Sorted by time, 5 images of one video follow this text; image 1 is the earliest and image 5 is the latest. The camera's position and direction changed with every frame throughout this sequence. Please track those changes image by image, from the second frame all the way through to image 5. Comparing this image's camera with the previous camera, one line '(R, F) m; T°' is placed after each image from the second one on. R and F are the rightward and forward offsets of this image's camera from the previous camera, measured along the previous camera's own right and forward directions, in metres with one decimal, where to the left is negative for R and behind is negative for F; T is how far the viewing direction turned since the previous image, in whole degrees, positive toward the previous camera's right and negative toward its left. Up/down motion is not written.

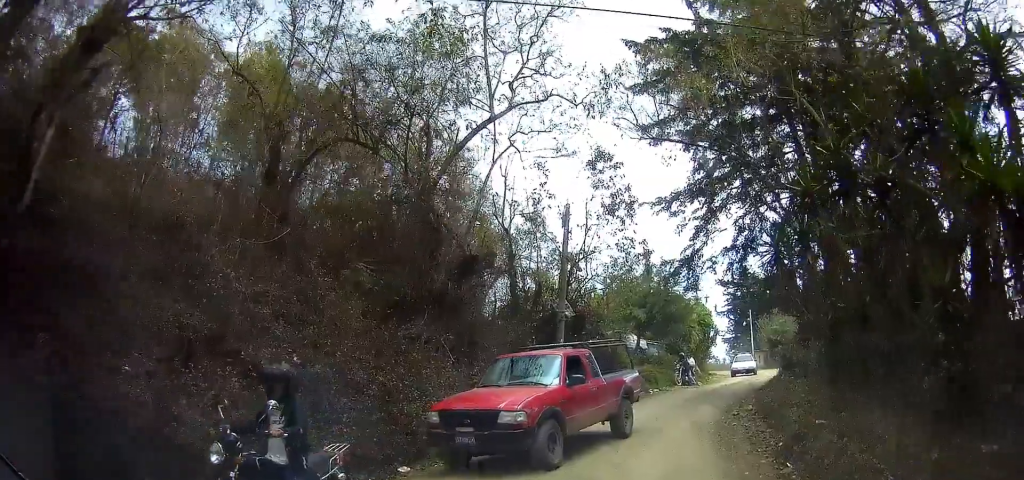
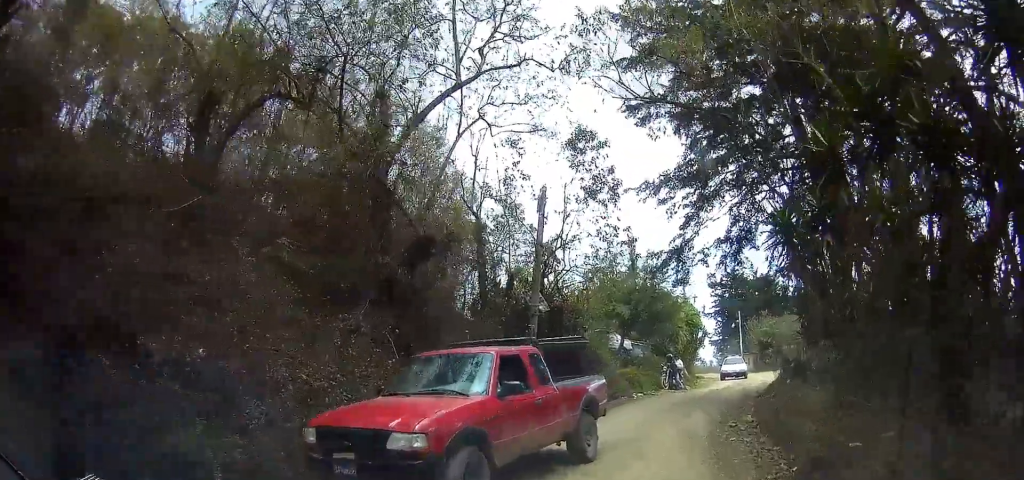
(0.0, +2.3) m; +1°
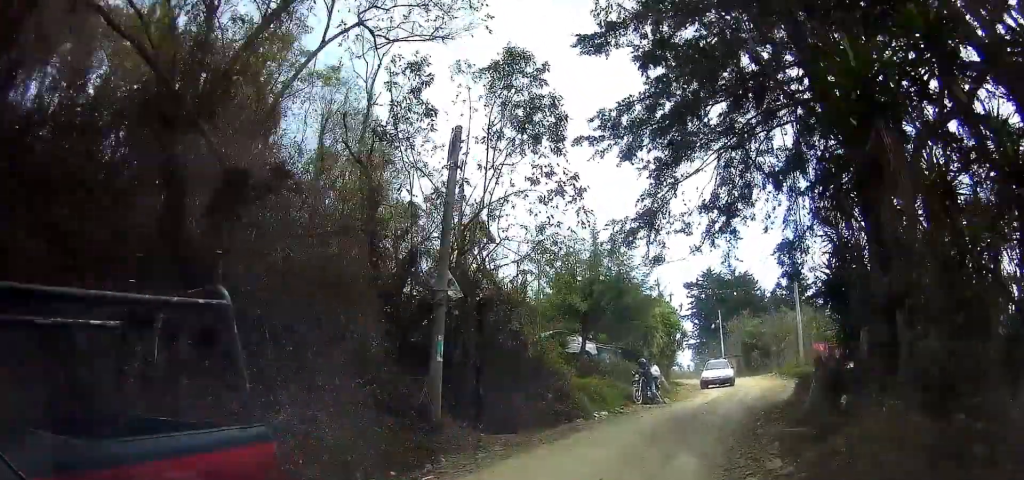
(0.0, +5.5) m; -10°
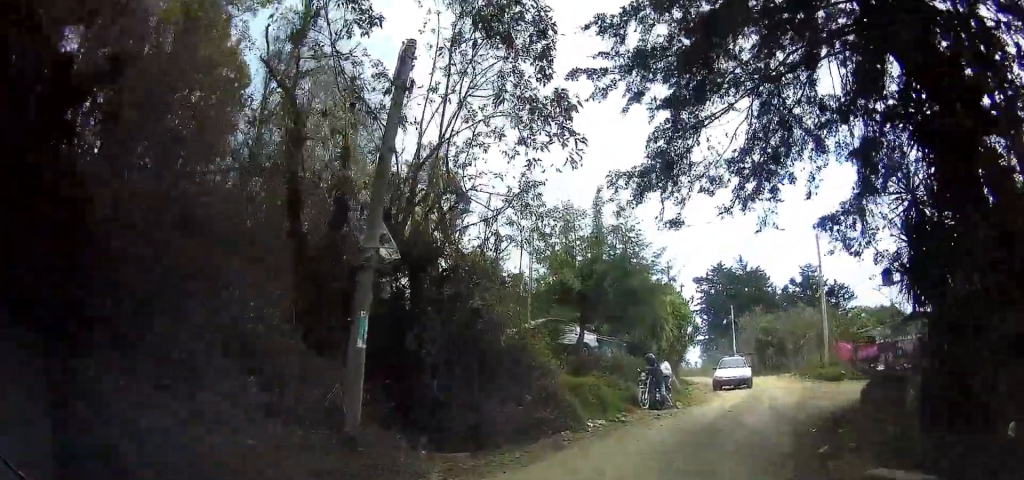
(-0.6, +3.3) m; +1°
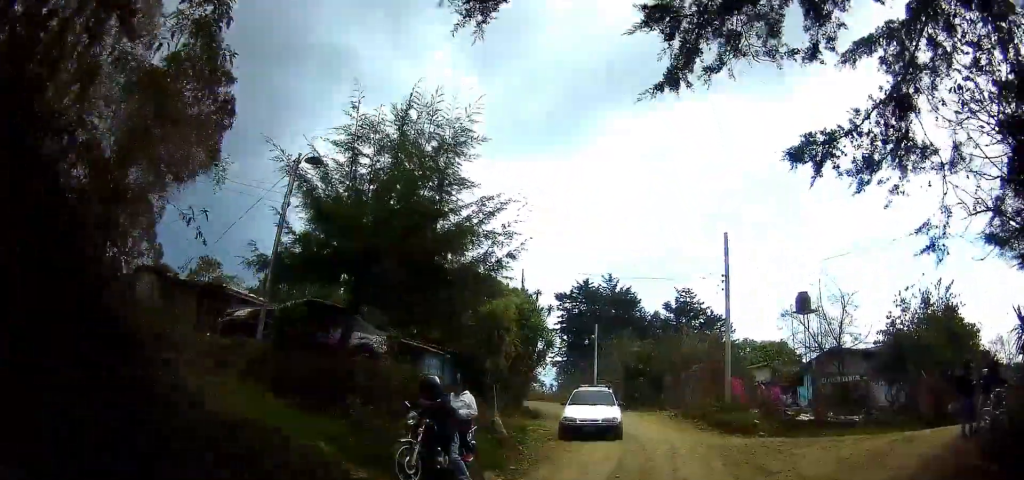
(+1.9, +7.6) m; +26°
